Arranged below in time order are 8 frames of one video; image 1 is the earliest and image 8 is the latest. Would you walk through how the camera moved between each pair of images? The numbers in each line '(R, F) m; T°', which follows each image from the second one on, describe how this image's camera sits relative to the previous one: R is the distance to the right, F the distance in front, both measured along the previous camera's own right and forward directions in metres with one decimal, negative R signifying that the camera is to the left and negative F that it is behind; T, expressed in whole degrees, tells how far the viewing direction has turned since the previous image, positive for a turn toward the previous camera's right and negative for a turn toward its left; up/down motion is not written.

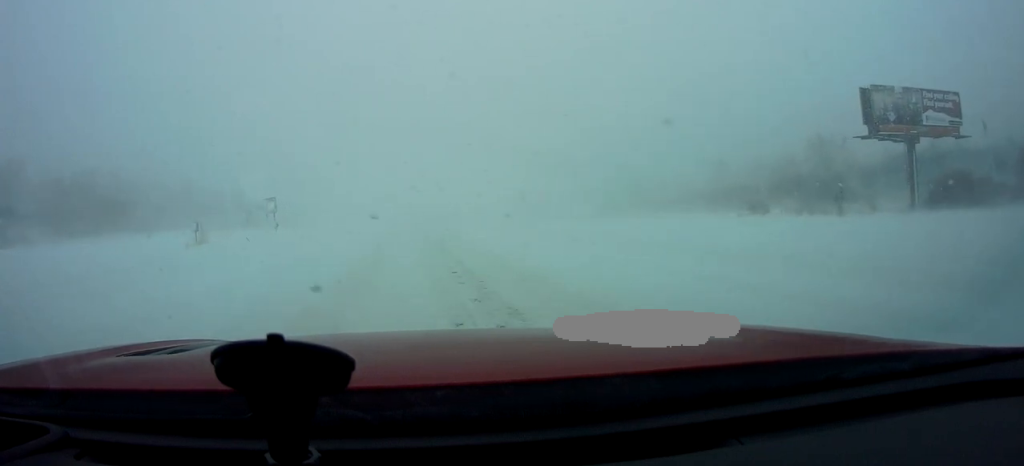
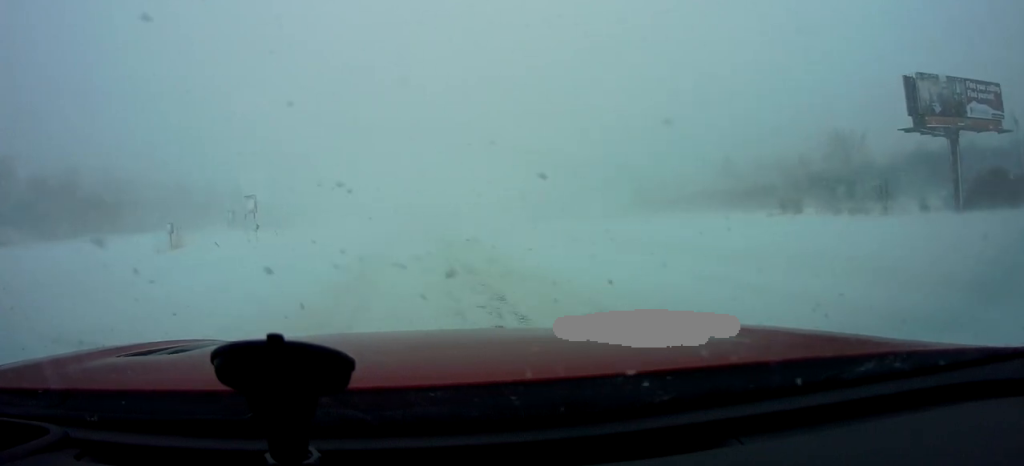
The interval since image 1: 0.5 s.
(+0.2, +5.8) m; 0°
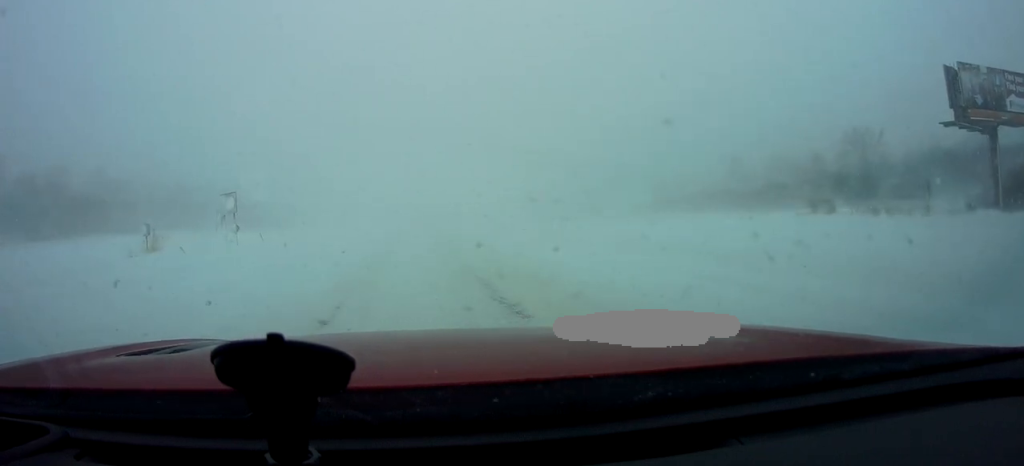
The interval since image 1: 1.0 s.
(-0.4, +4.7) m; -1°
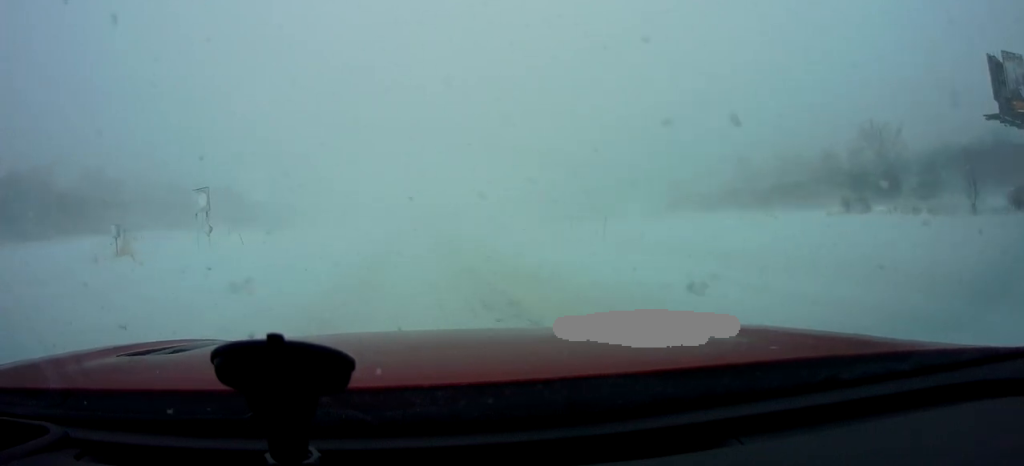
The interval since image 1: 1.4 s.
(-0.3, +4.7) m; -1°
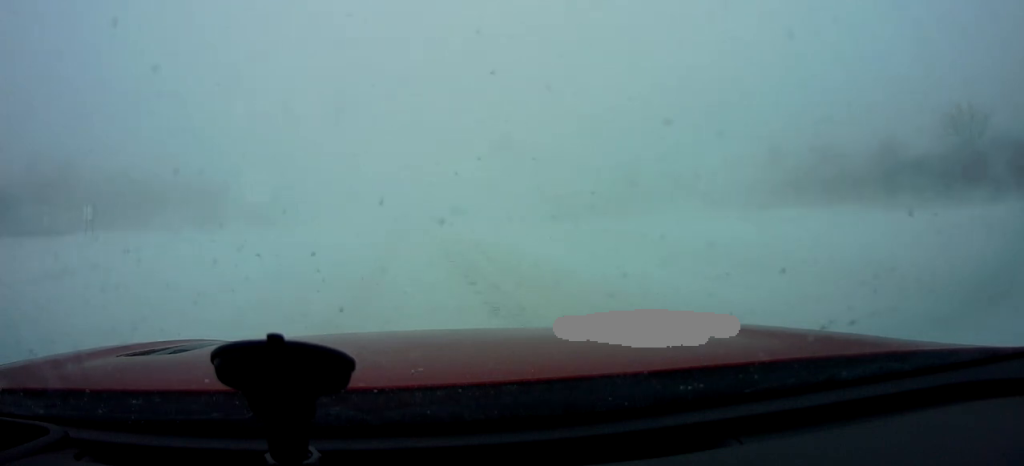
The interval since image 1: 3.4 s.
(+0.5, +22.2) m; -2°
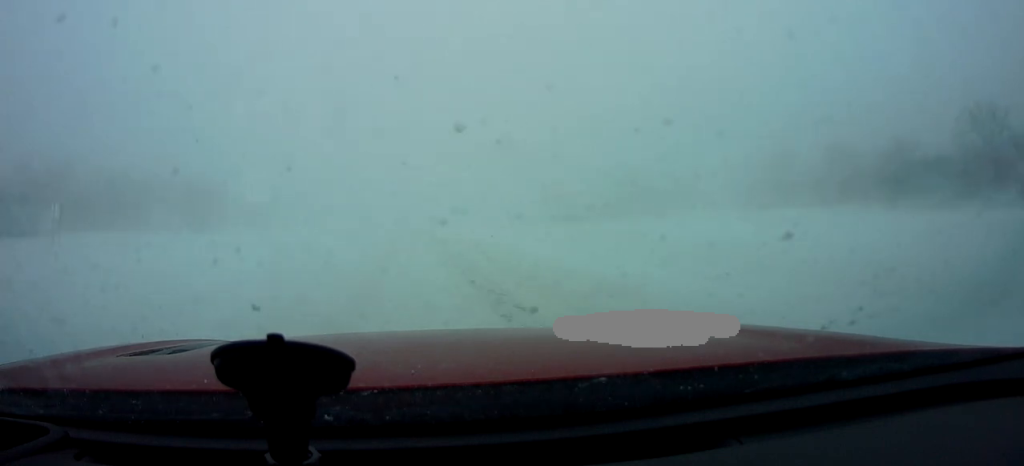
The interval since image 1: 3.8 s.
(-0.1, +4.4) m; +1°
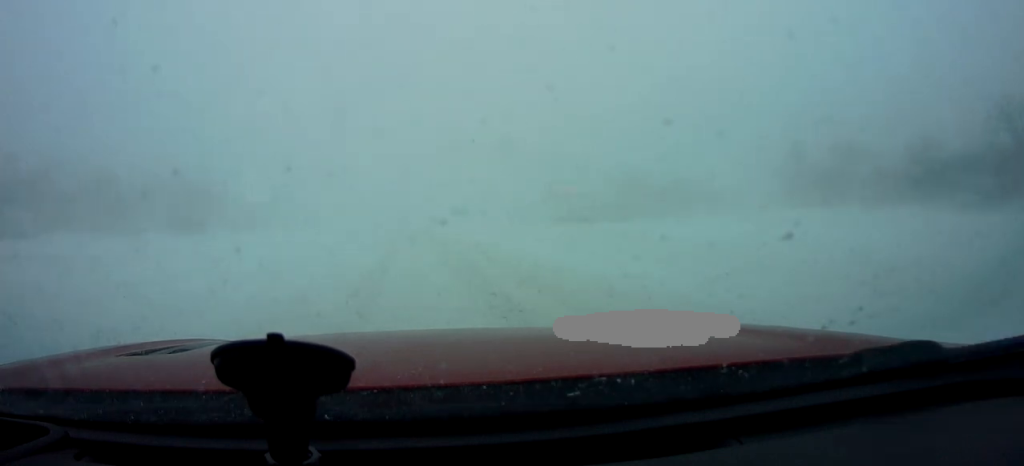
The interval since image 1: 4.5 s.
(-0.2, +7.0) m; +1°
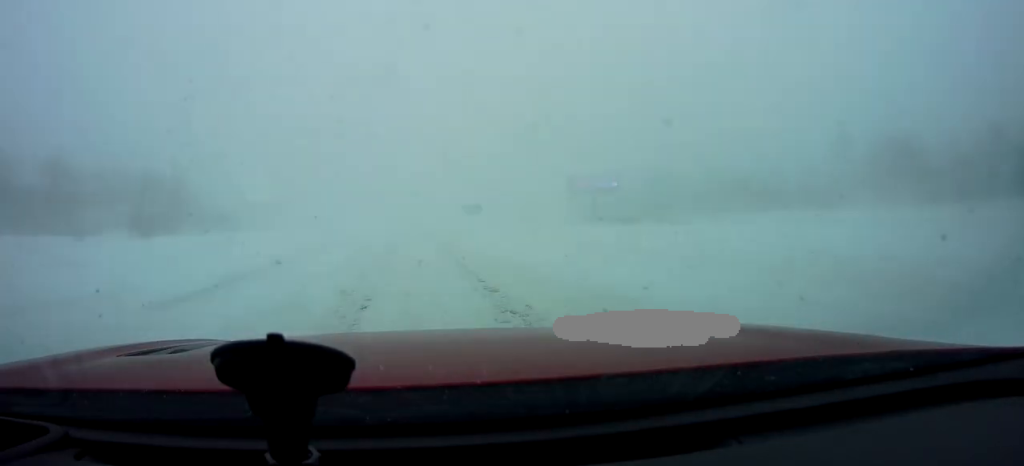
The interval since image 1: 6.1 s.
(+0.5, +18.1) m; +1°
